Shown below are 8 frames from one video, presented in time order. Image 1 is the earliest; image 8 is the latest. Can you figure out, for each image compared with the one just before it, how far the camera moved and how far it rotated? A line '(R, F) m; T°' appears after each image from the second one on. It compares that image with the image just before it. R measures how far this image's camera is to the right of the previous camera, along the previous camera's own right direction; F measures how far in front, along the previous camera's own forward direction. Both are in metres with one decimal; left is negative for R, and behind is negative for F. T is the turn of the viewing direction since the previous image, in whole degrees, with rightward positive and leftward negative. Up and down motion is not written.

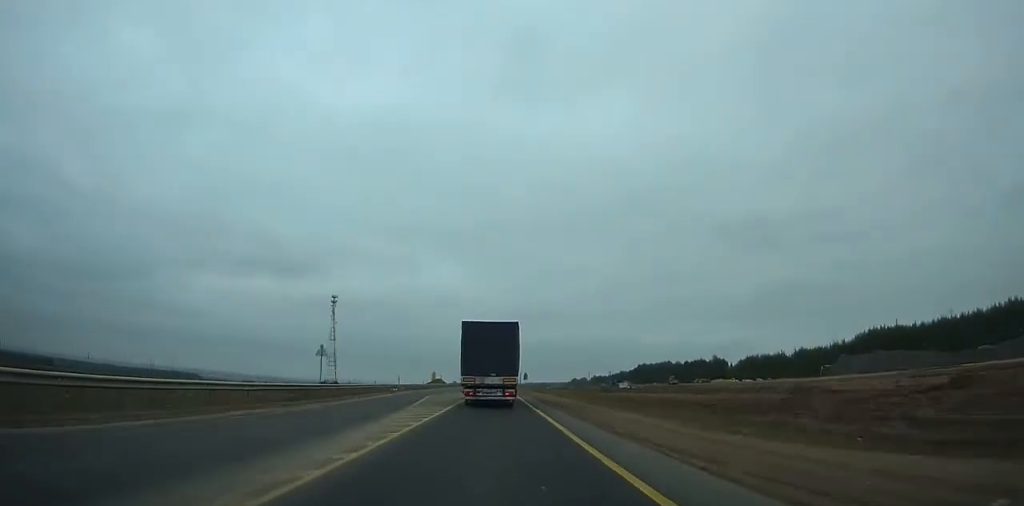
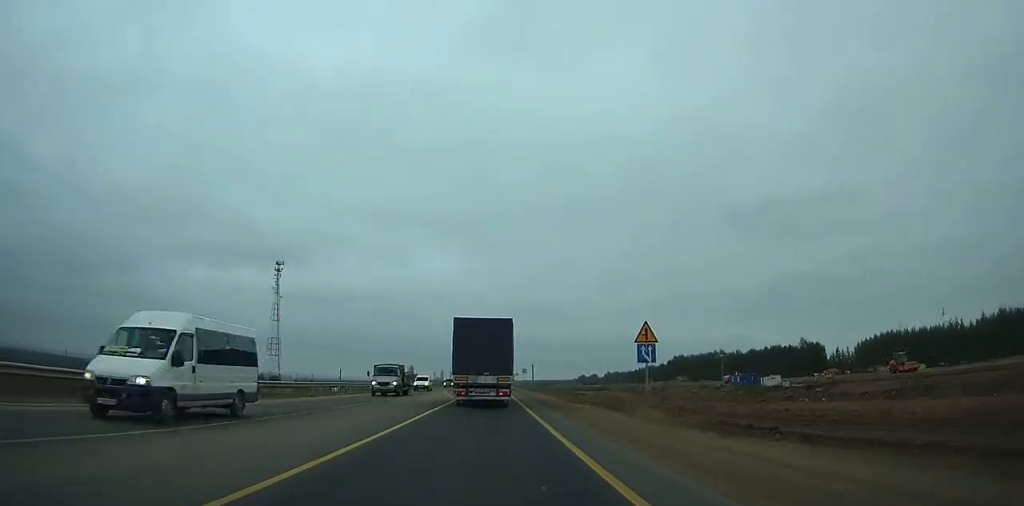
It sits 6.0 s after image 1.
(-0.7, +116.6) m; 0°
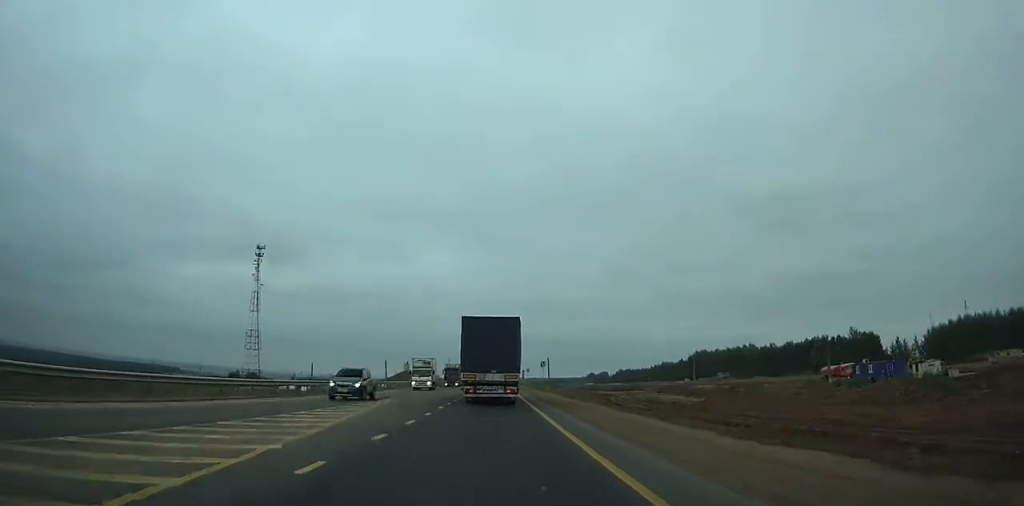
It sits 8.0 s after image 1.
(+0.2, +38.1) m; 0°
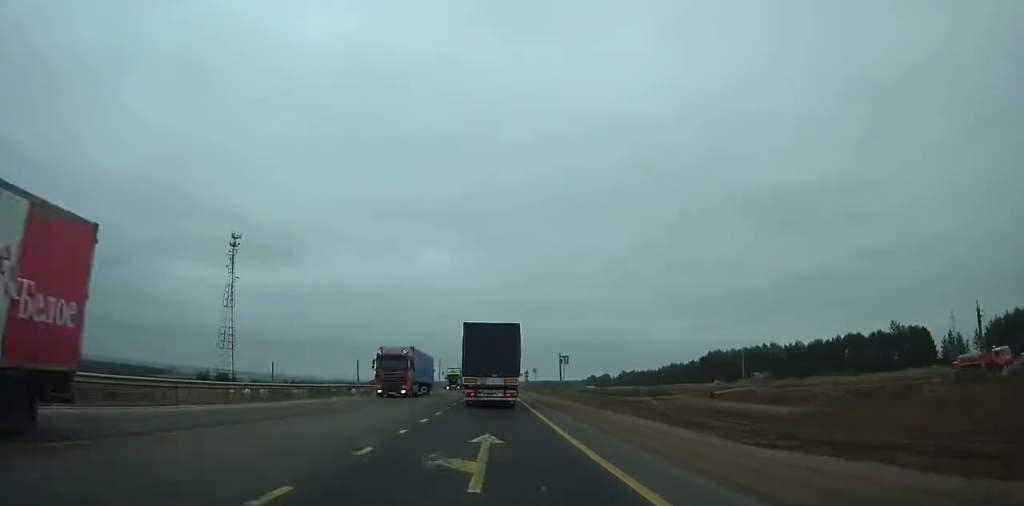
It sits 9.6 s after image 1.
(+0.4, +30.3) m; 0°
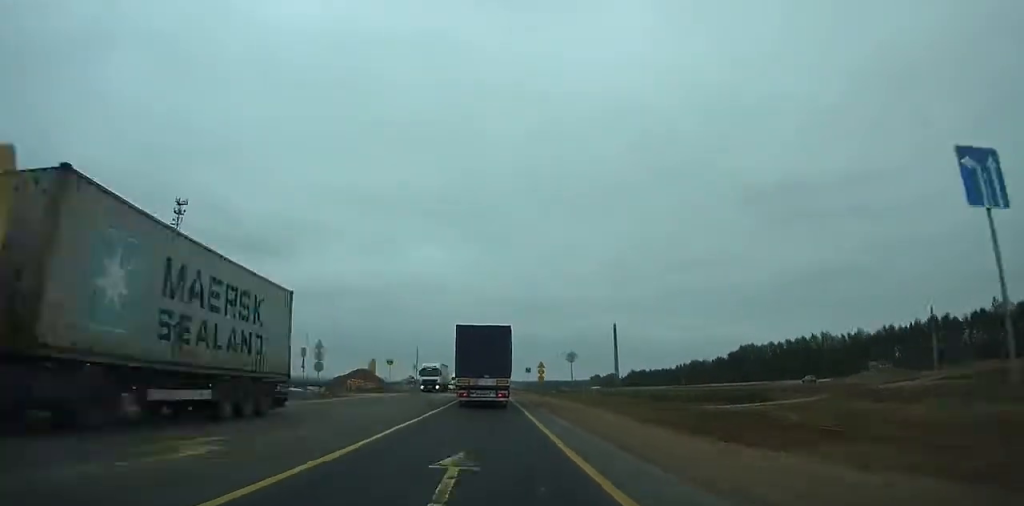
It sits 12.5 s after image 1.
(-0.7, +53.4) m; 0°
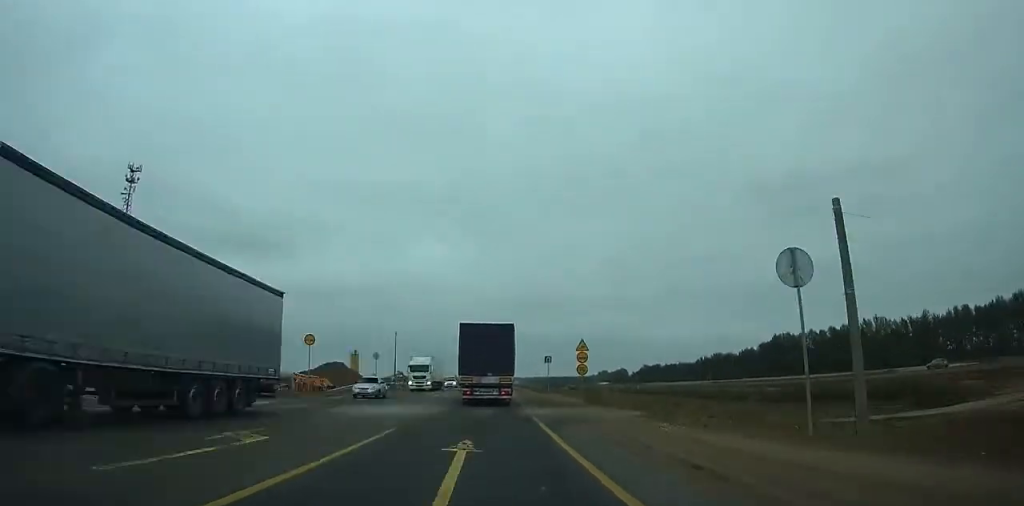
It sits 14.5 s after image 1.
(+0.2, +36.5) m; 0°
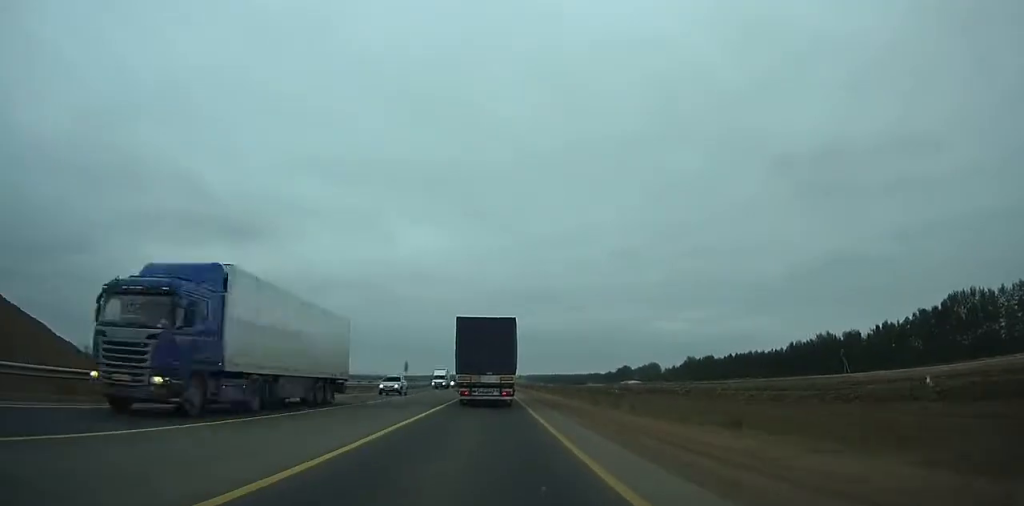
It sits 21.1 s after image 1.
(+0.5, +121.0) m; 0°
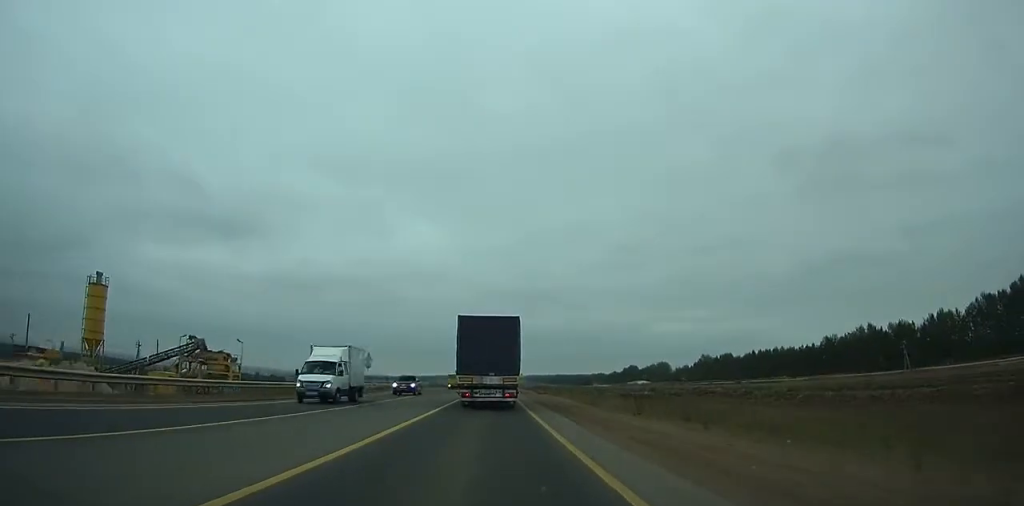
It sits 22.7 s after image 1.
(0.0, +29.4) m; 0°
